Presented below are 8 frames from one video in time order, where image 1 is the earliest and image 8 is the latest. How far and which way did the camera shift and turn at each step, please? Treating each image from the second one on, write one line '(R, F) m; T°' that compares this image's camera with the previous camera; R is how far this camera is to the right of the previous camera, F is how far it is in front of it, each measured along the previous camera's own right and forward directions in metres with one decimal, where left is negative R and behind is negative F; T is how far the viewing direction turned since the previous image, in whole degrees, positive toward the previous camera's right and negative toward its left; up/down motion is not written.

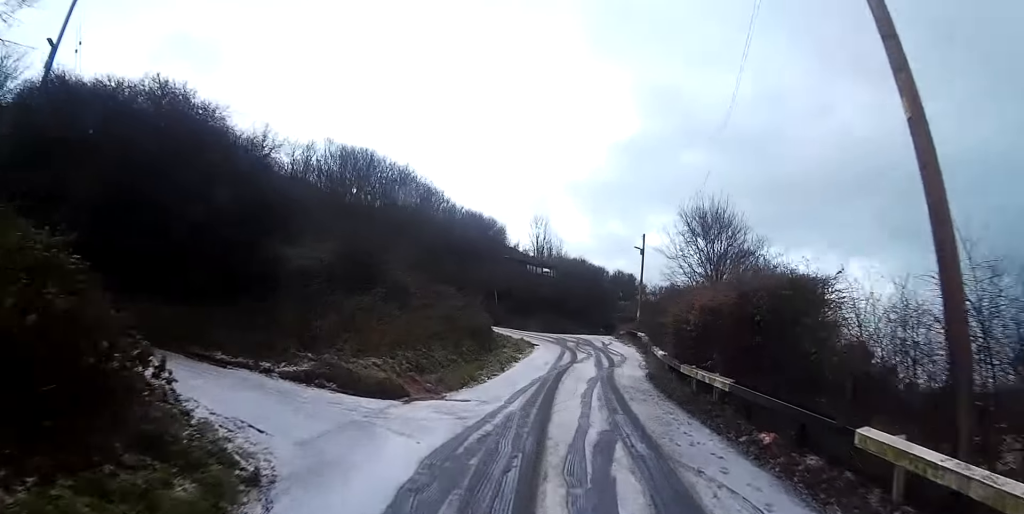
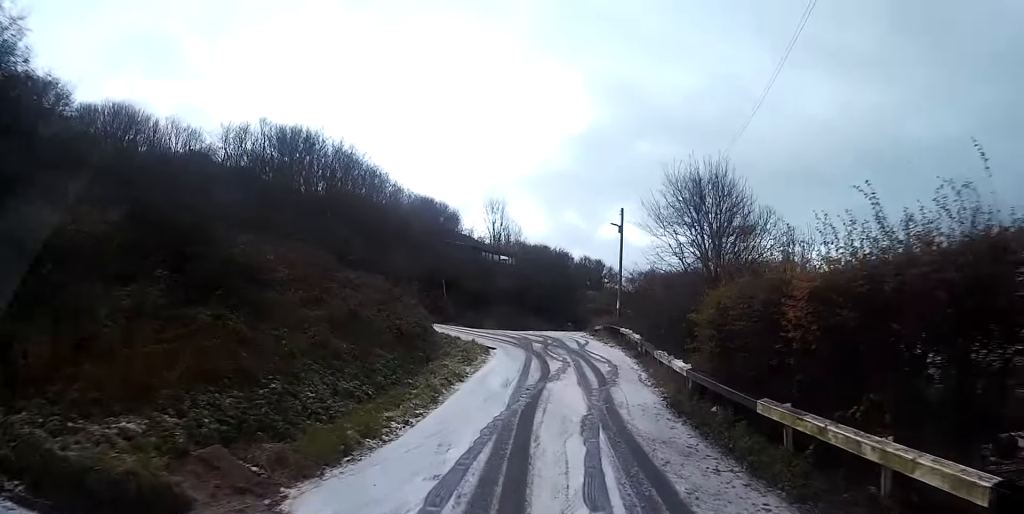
(+0.4, +6.2) m; +6°
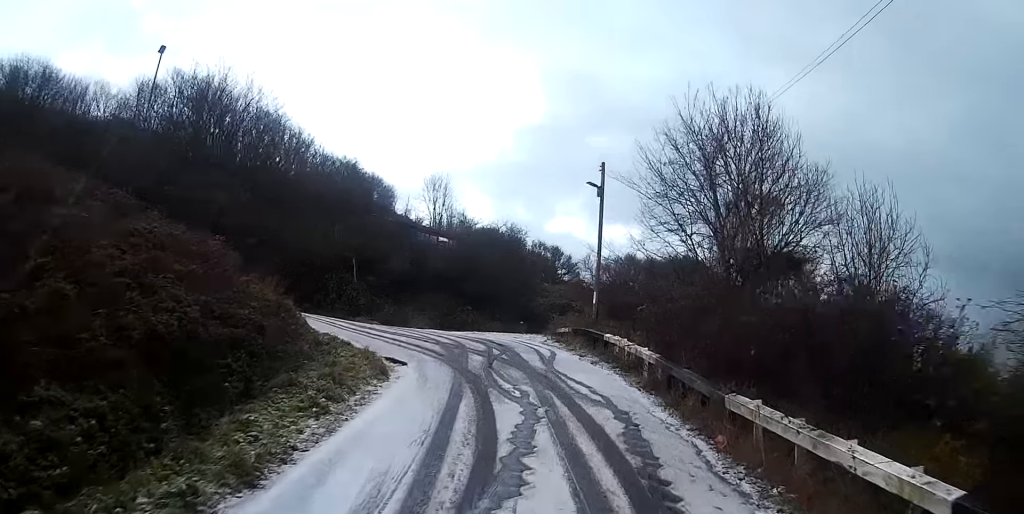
(+0.5, +8.8) m; +6°
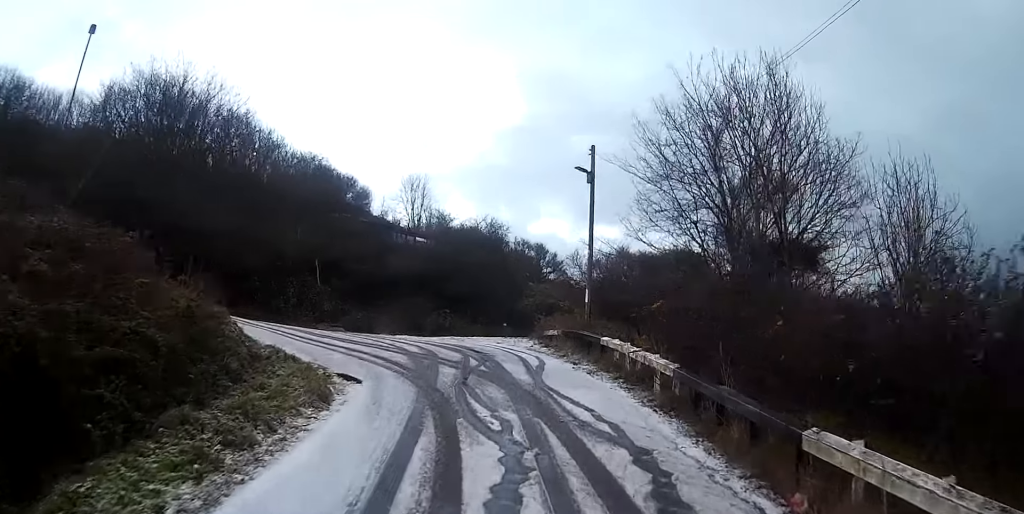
(+0.1, +2.9) m; +3°
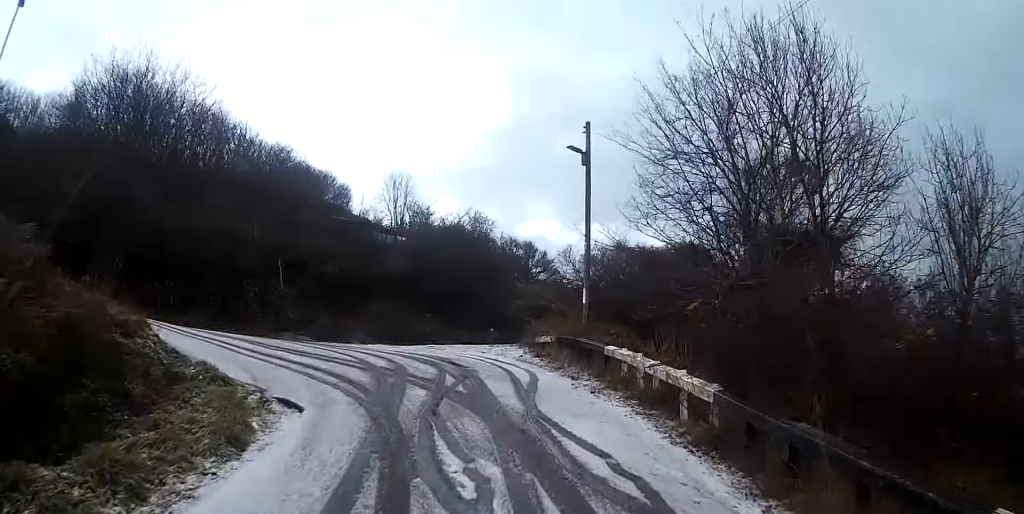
(0.0, +3.0) m; +3°
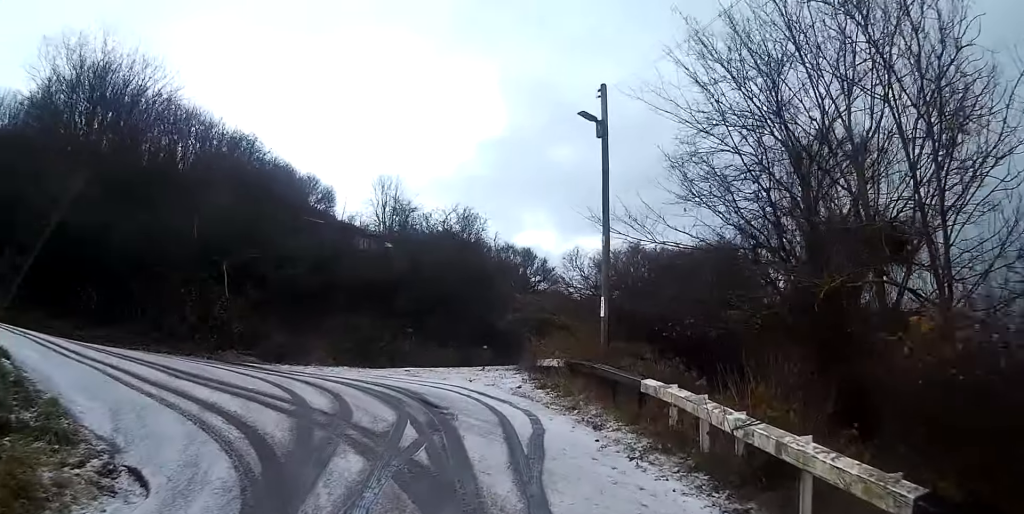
(+0.3, +4.7) m; +1°
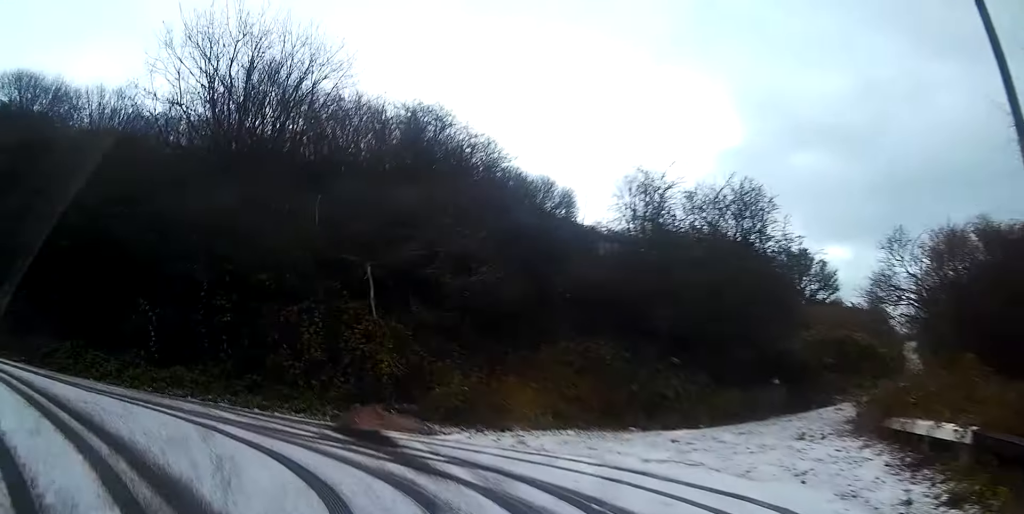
(-0.7, +8.2) m; -18°
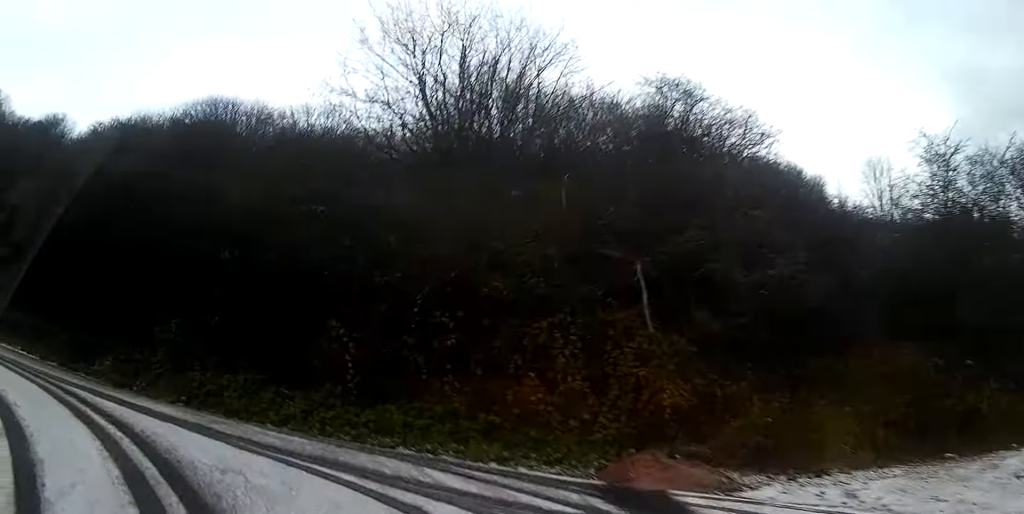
(-0.5, +2.5) m; -16°
